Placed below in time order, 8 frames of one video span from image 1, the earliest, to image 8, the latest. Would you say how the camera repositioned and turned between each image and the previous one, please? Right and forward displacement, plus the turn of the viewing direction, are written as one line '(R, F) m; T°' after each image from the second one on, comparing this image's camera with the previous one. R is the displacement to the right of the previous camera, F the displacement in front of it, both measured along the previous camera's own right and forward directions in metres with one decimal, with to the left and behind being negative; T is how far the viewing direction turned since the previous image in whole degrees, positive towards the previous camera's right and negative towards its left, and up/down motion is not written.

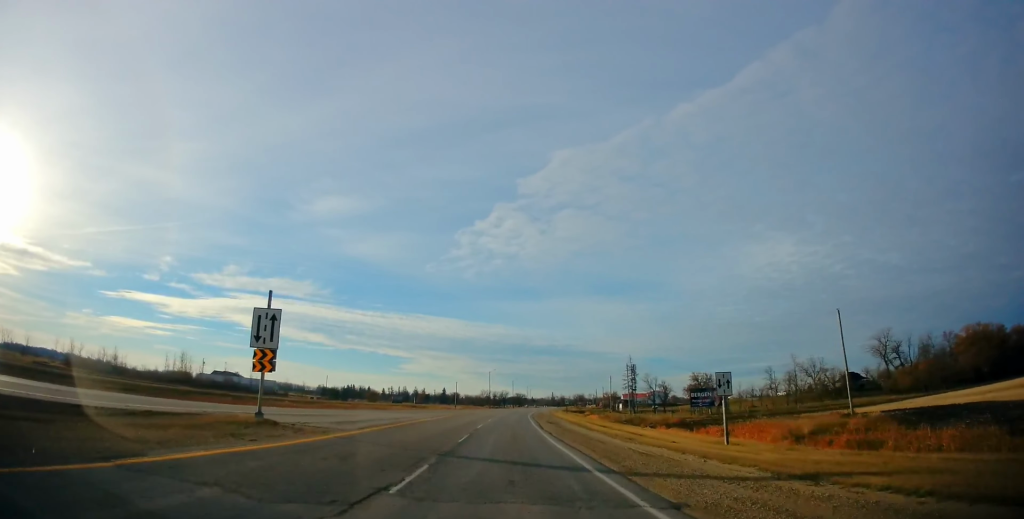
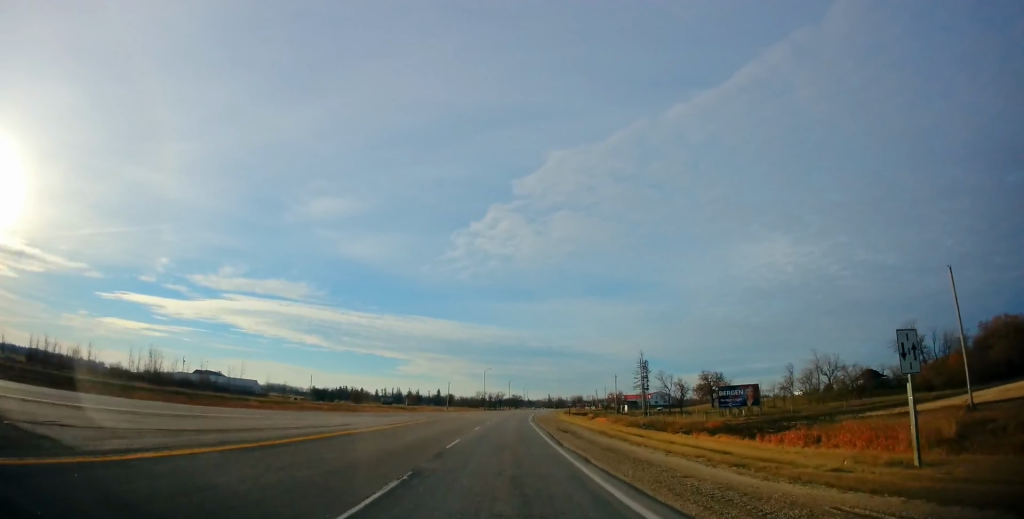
(-0.1, +14.7) m; -1°
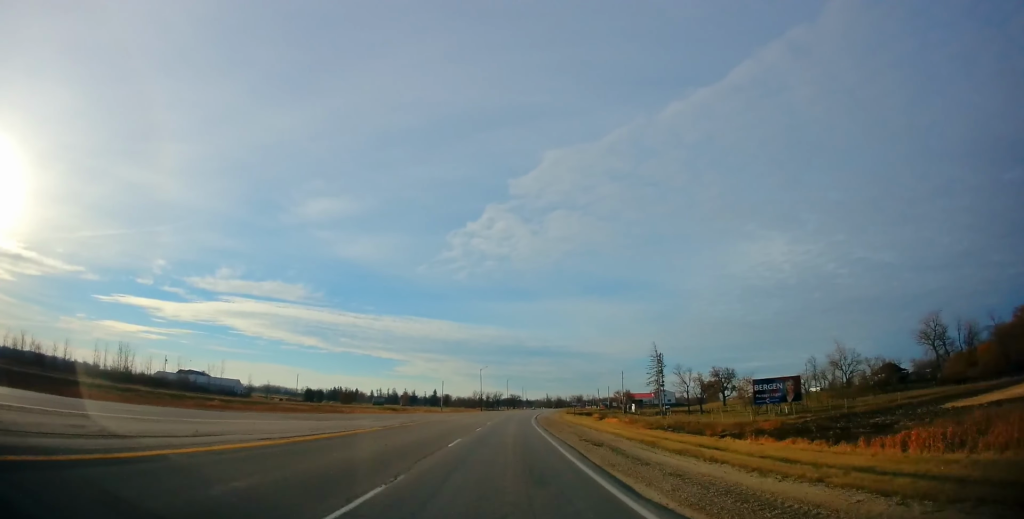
(-0.1, +13.0) m; 0°
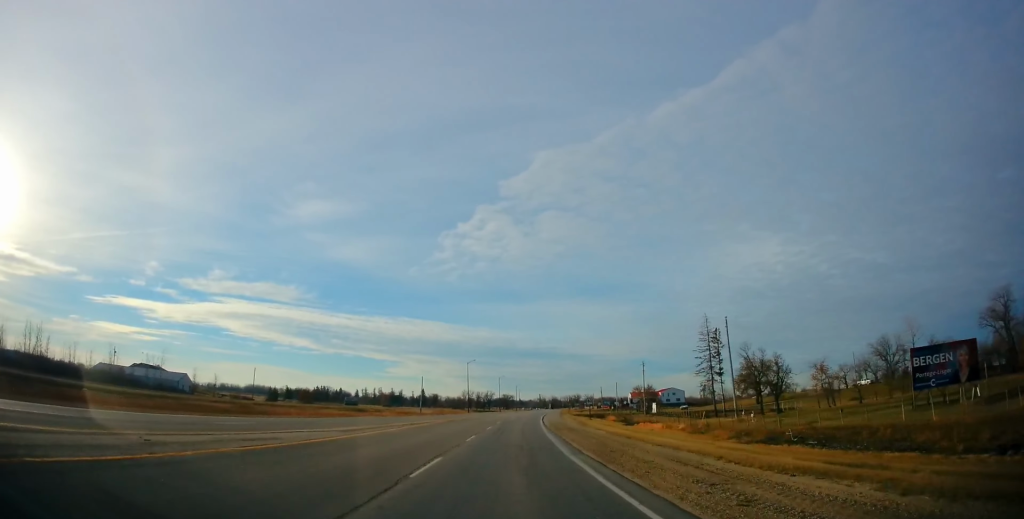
(+0.1, +32.2) m; +2°
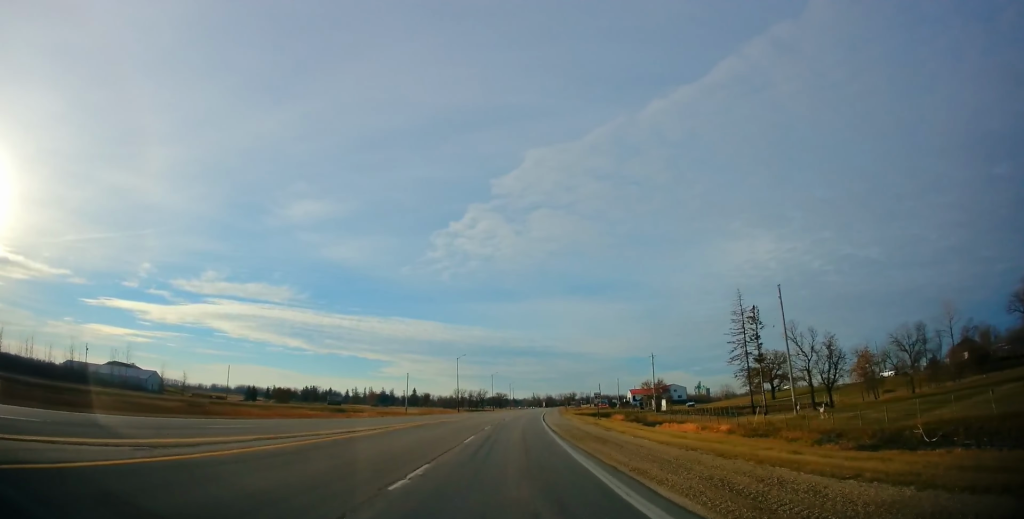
(+0.1, +13.7) m; +1°
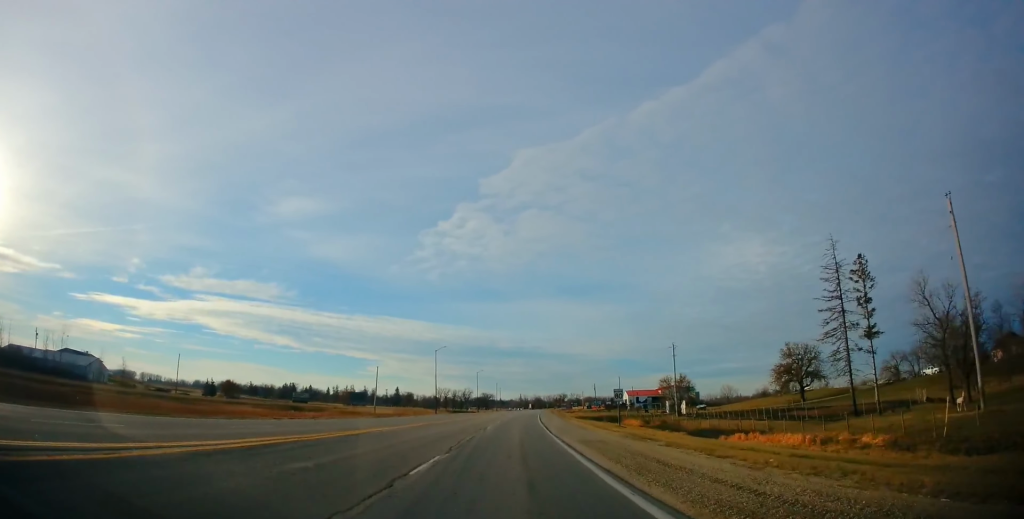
(+0.3, +22.1) m; 0°
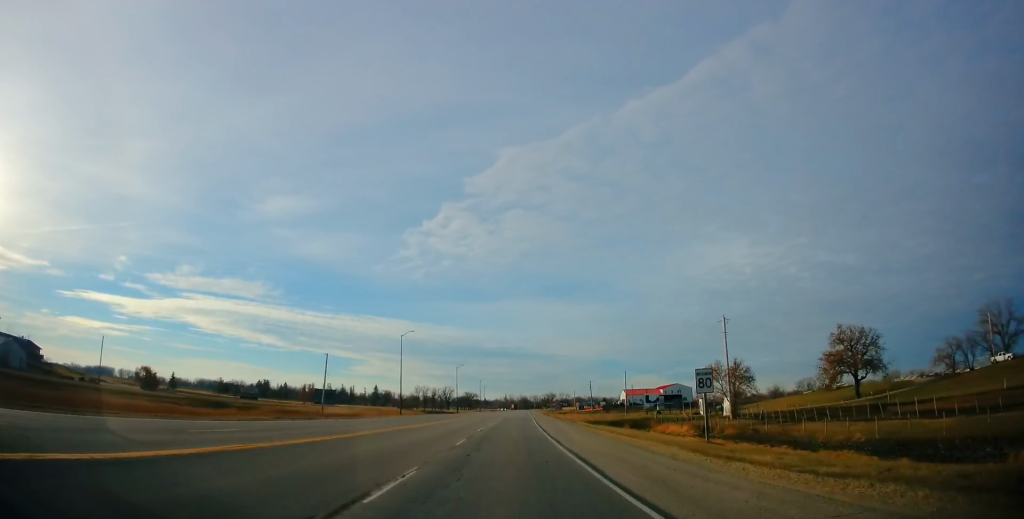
(-0.1, +27.4) m; +1°
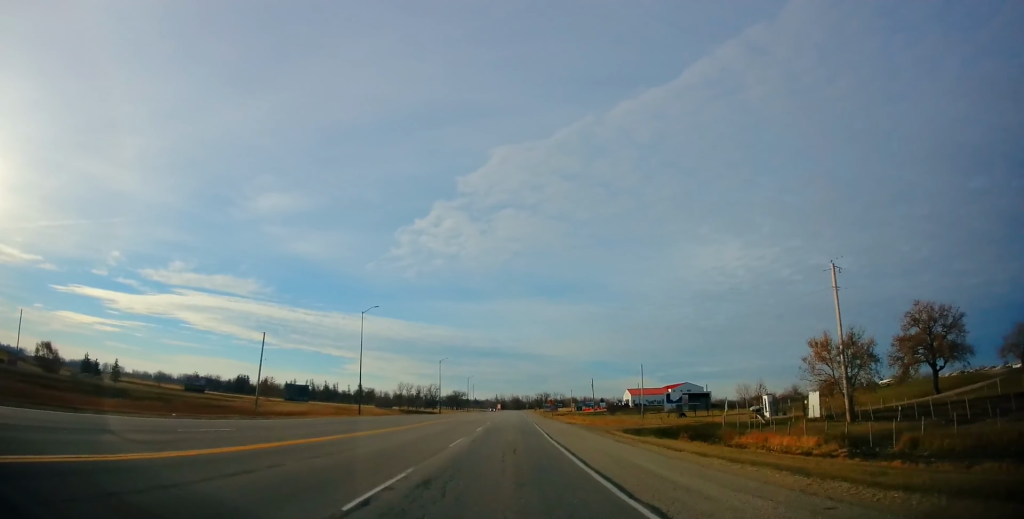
(+0.6, +24.7) m; +1°
